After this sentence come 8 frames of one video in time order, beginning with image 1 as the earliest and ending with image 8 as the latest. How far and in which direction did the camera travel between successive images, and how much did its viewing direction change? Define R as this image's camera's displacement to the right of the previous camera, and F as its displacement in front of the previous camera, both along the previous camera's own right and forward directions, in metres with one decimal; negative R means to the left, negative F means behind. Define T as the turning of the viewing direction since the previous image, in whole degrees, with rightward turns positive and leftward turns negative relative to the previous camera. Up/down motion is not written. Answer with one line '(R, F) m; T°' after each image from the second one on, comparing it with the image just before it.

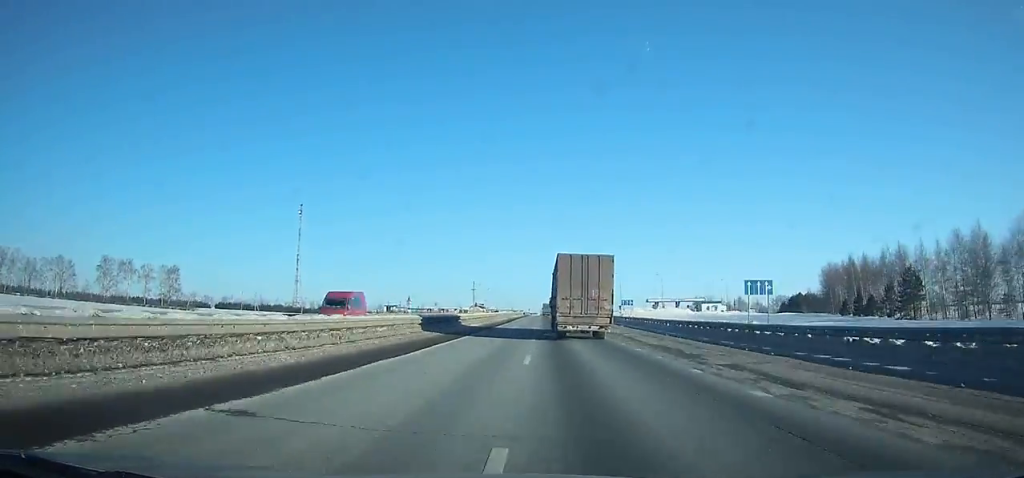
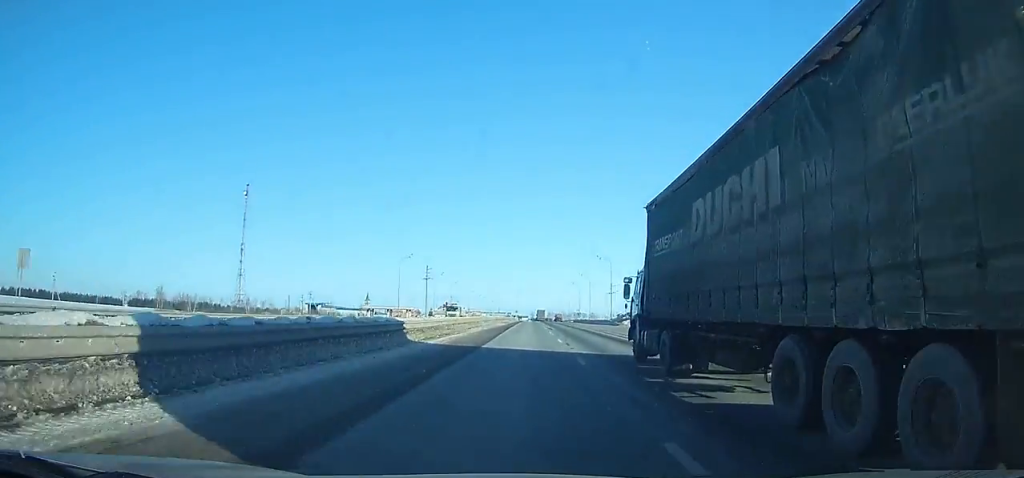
(+0.1, +118.2) m; 0°
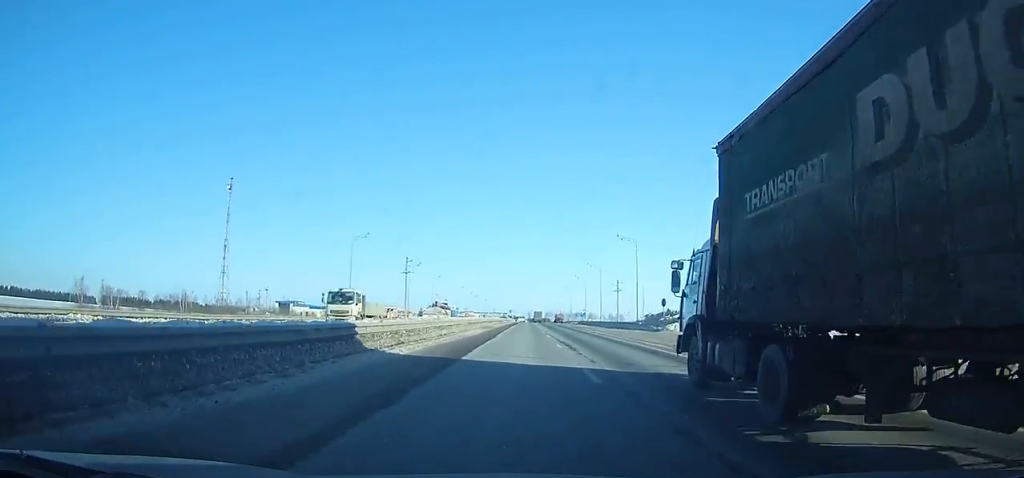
(+0.1, +27.0) m; 0°
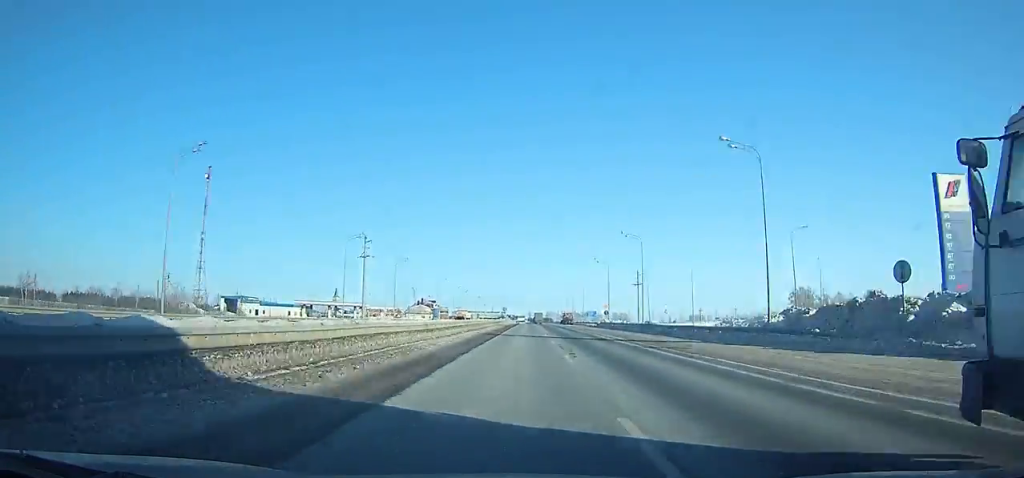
(+0.2, +42.8) m; 0°
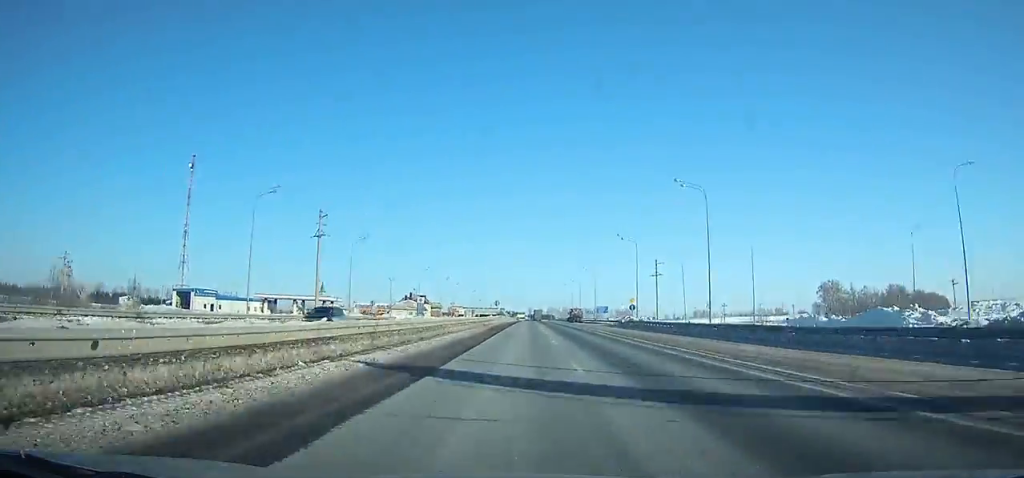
(+0.1, +27.9) m; +1°
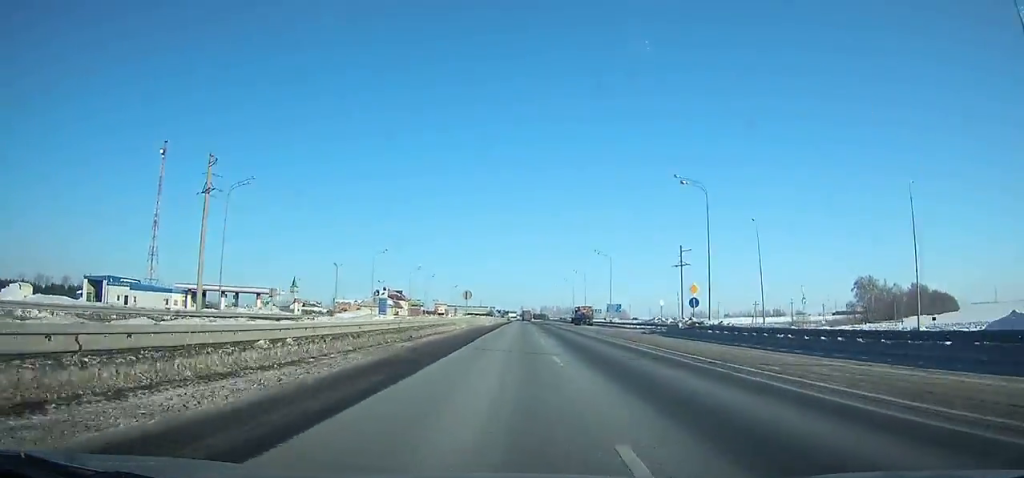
(-0.1, +33.5) m; +1°
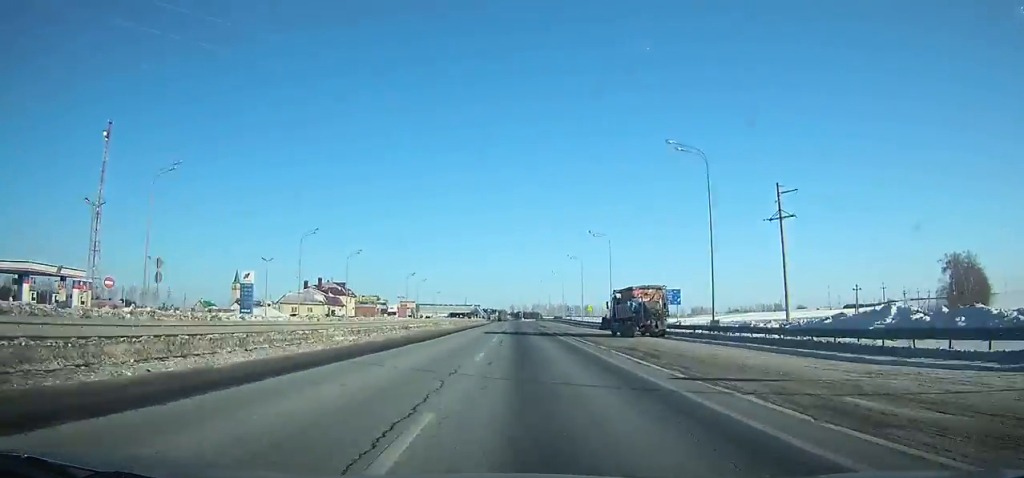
(+1.1, +57.6) m; +1°
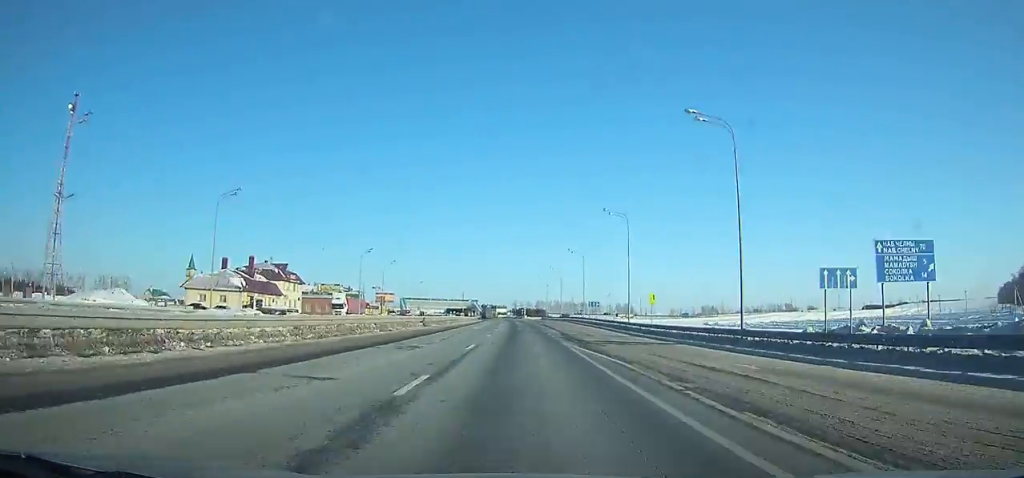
(-0.3, +43.0) m; -1°
